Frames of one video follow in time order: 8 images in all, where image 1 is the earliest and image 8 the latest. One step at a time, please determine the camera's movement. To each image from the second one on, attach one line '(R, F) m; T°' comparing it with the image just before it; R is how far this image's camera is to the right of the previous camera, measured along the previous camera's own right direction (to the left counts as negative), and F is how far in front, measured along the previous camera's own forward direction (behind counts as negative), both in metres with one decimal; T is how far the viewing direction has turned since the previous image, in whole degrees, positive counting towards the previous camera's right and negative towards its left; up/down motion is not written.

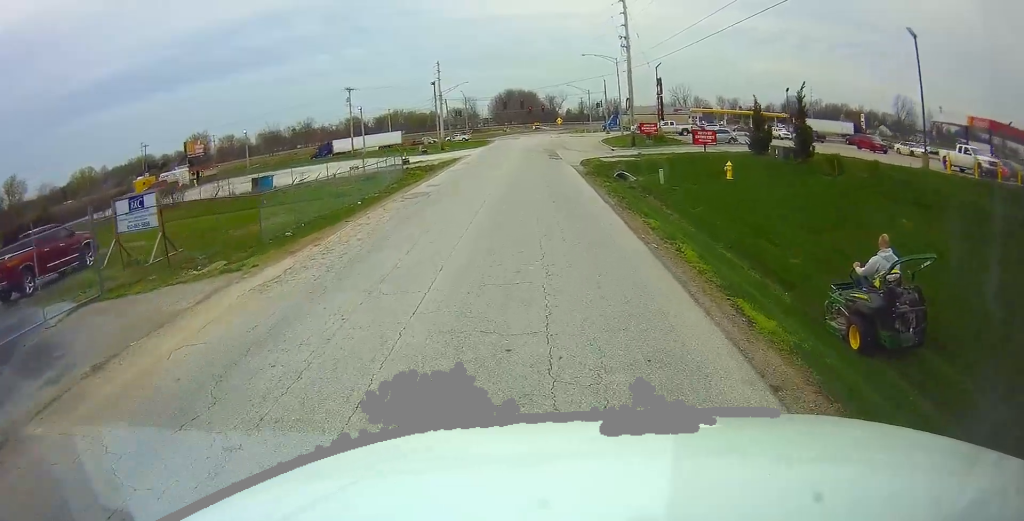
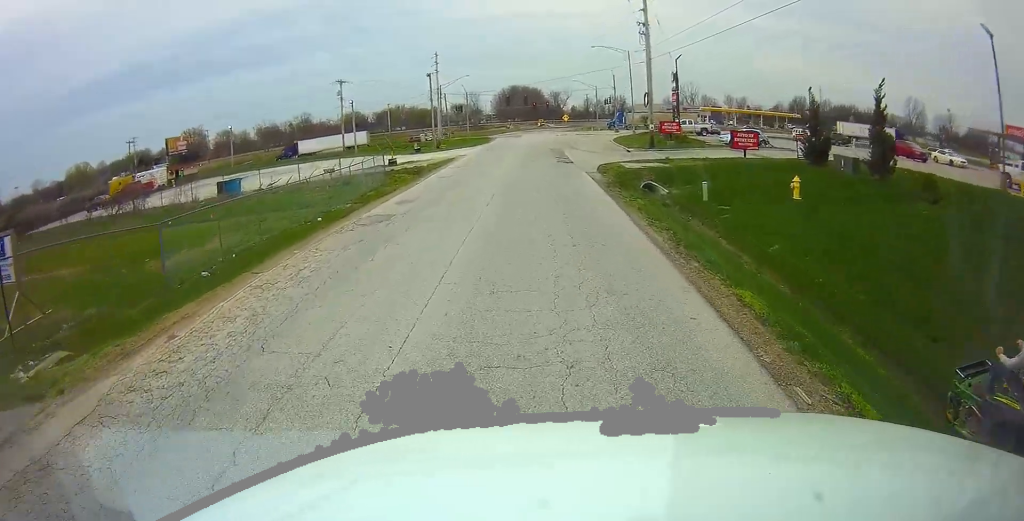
(0.0, +6.3) m; 0°
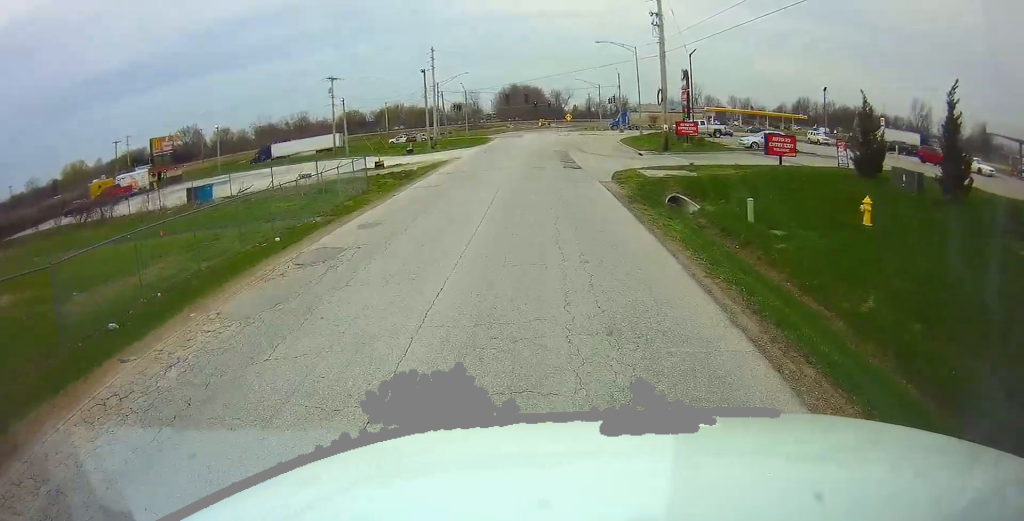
(0.0, +4.3) m; 0°
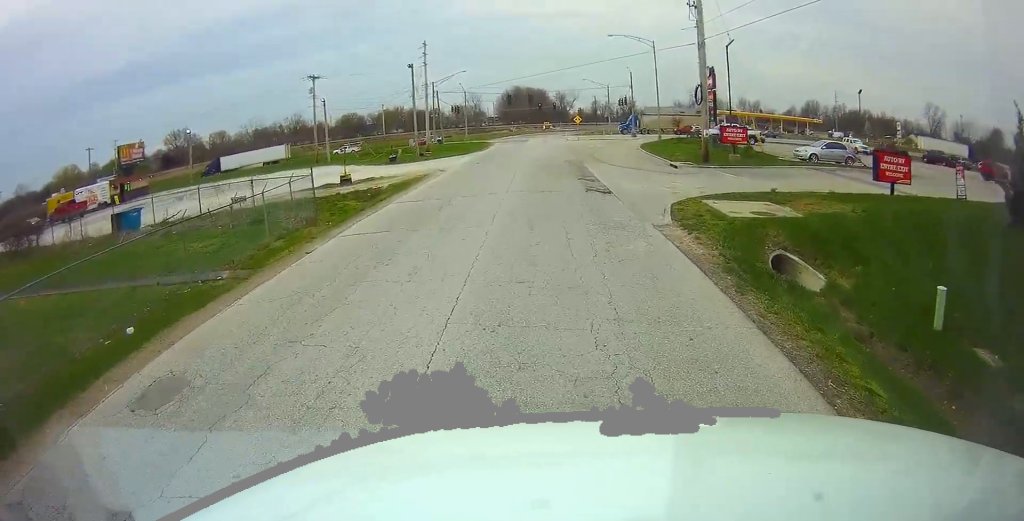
(0.0, +8.5) m; 0°
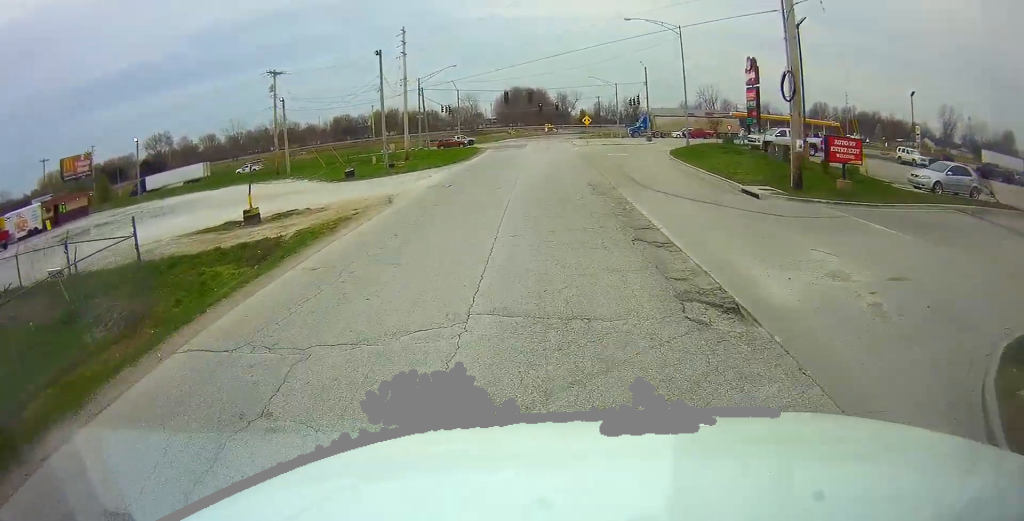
(0.0, +11.8) m; 0°
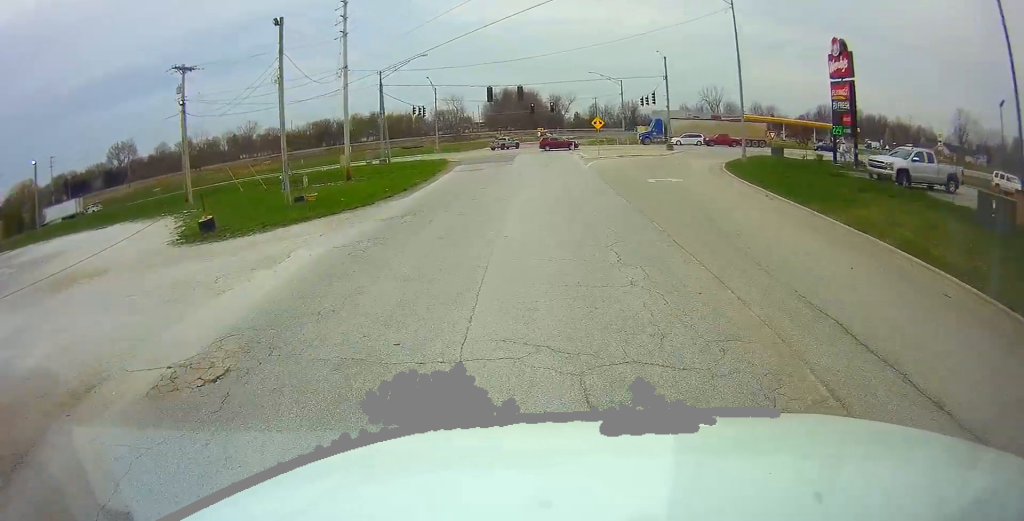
(0.0, +17.0) m; +1°
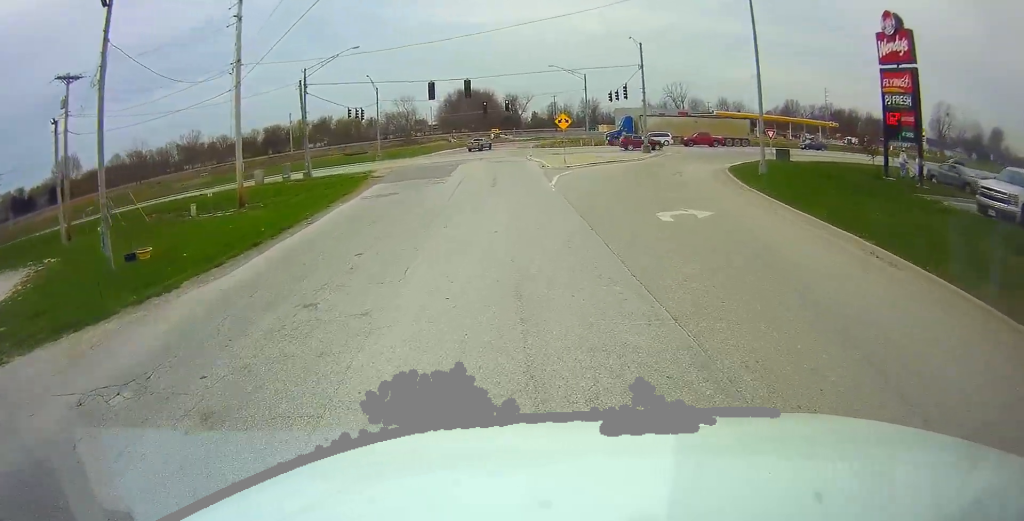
(+0.5, +10.3) m; +8°
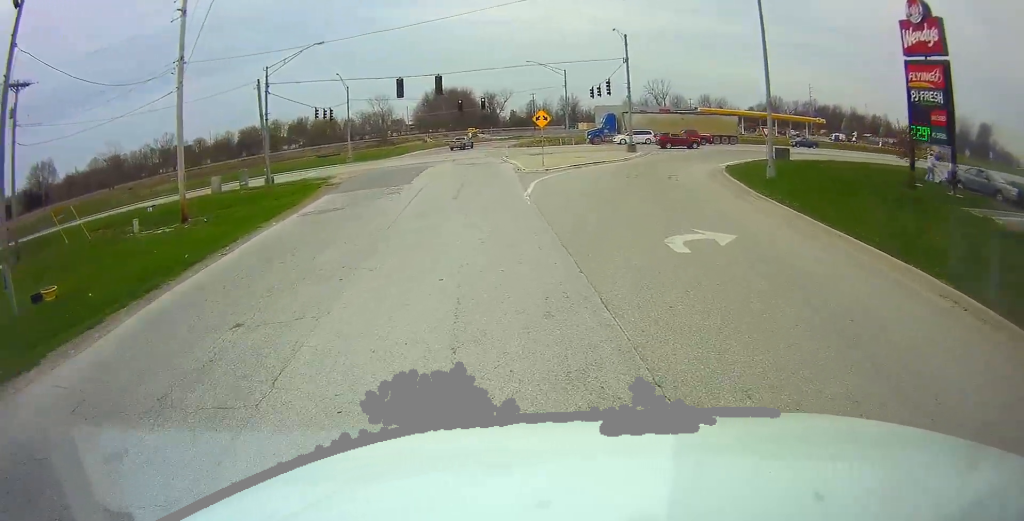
(+0.1, +3.9) m; +4°
